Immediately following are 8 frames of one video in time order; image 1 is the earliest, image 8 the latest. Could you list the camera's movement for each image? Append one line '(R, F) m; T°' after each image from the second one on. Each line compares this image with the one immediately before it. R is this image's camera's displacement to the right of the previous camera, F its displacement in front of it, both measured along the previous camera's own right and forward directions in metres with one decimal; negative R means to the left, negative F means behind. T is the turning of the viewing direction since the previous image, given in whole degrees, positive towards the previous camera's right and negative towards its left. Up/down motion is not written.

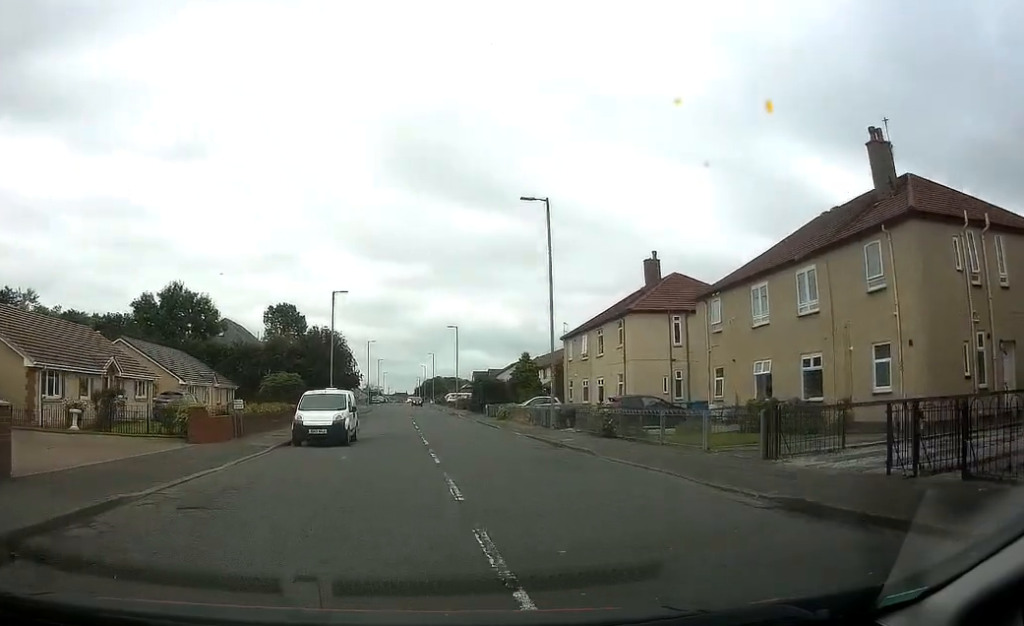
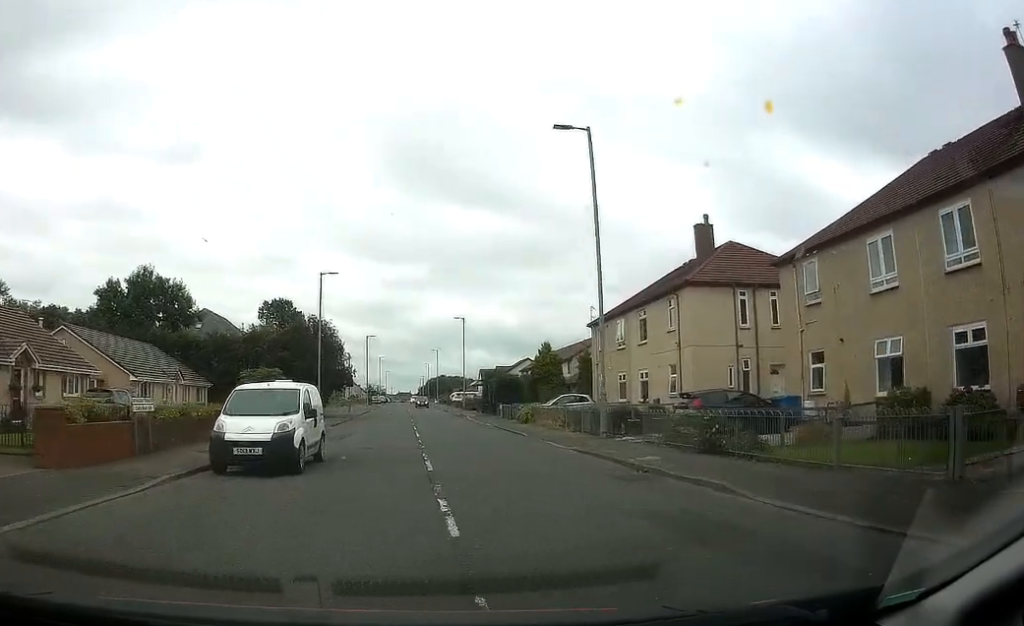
(-0.1, +8.5) m; -1°
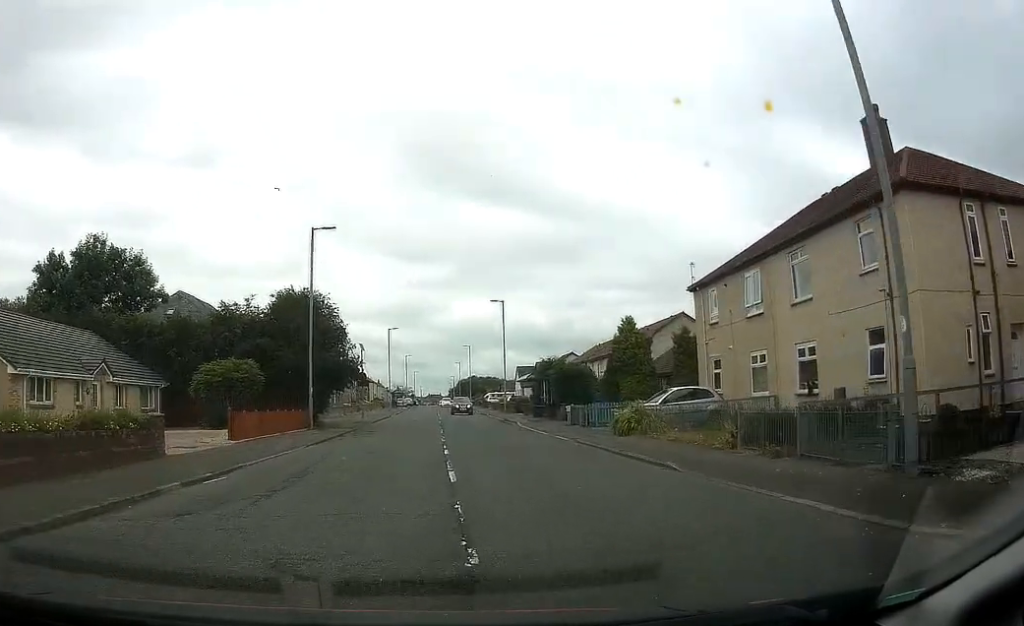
(0.0, +14.2) m; -1°
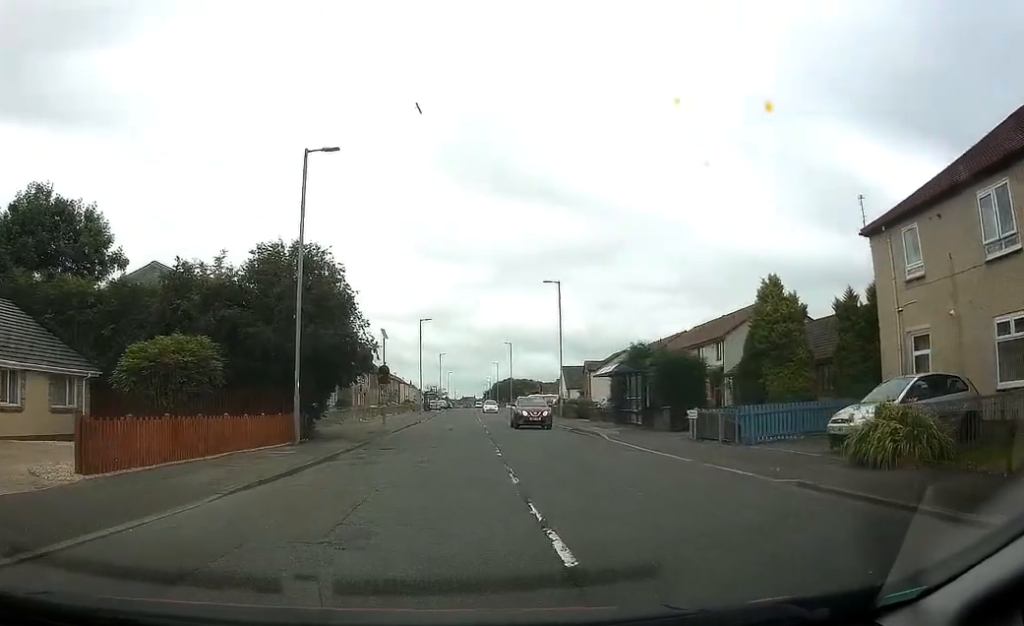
(-0.4, +12.1) m; -2°
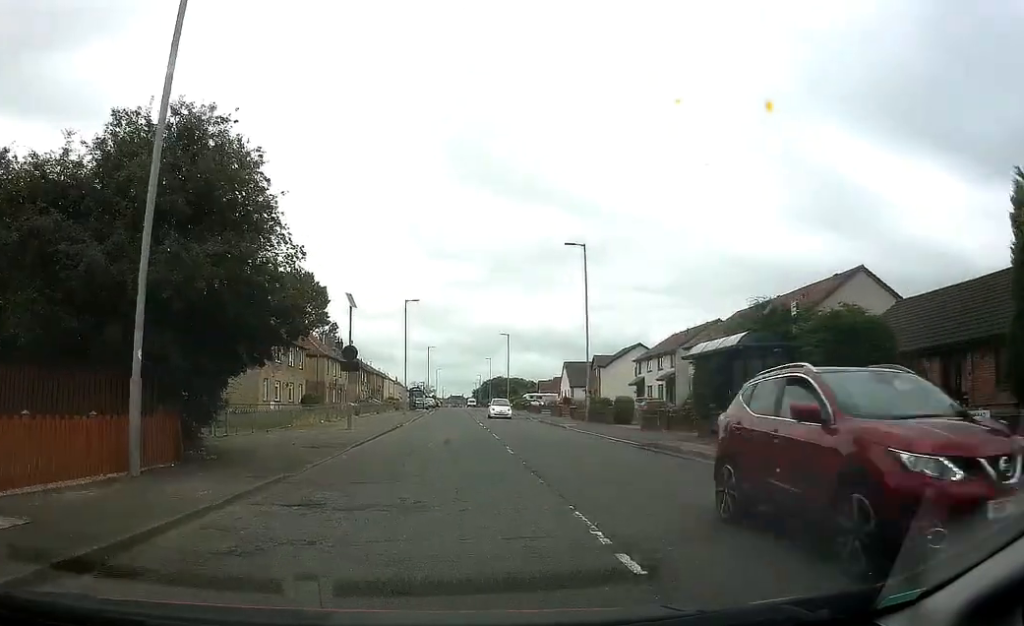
(0.0, +12.2) m; 0°
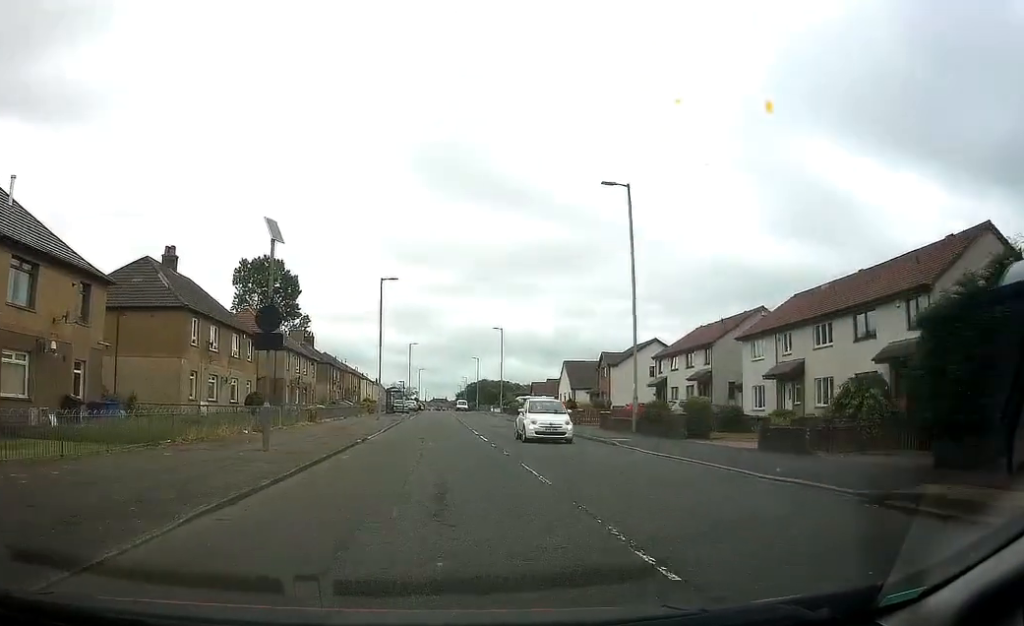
(+0.1, +12.4) m; 0°
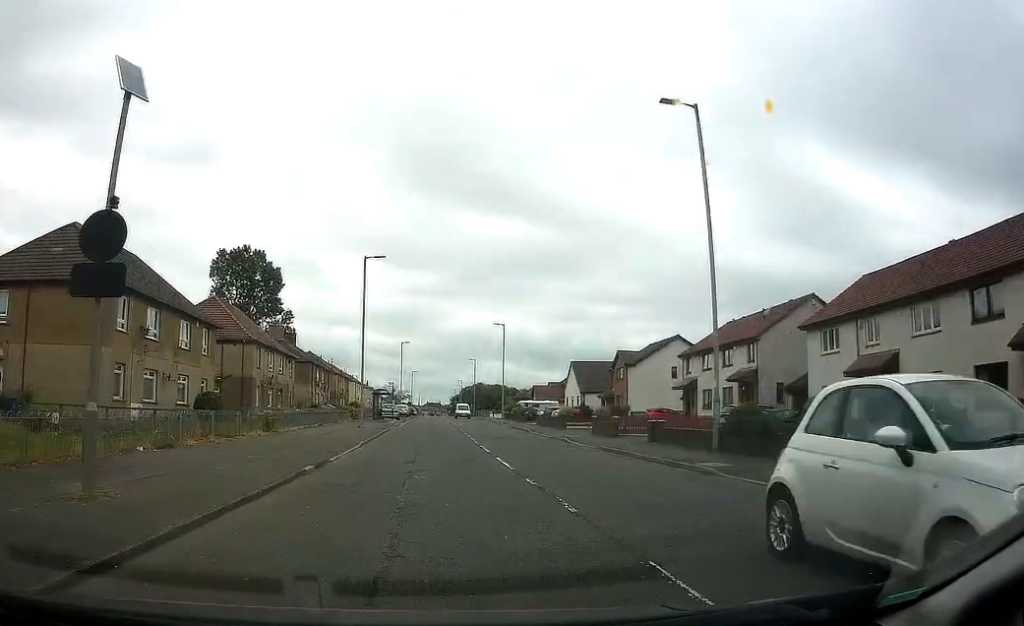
(0.0, +8.8) m; 0°
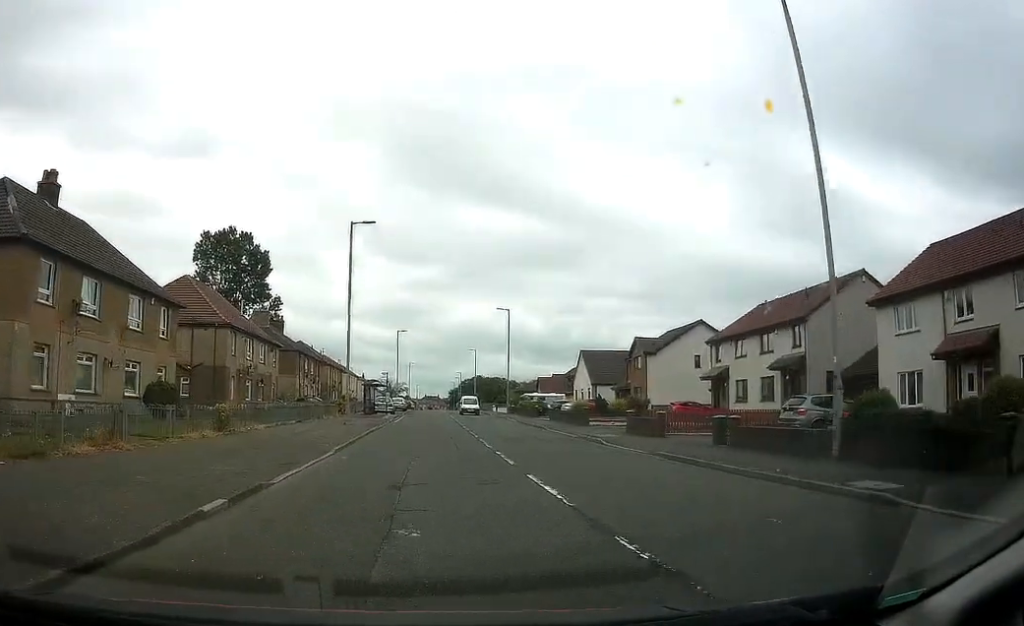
(0.0, +6.1) m; 0°
